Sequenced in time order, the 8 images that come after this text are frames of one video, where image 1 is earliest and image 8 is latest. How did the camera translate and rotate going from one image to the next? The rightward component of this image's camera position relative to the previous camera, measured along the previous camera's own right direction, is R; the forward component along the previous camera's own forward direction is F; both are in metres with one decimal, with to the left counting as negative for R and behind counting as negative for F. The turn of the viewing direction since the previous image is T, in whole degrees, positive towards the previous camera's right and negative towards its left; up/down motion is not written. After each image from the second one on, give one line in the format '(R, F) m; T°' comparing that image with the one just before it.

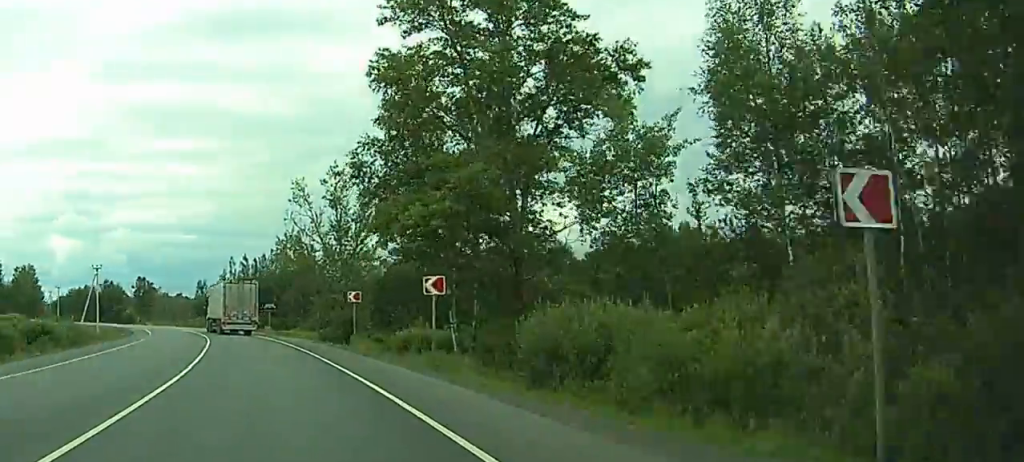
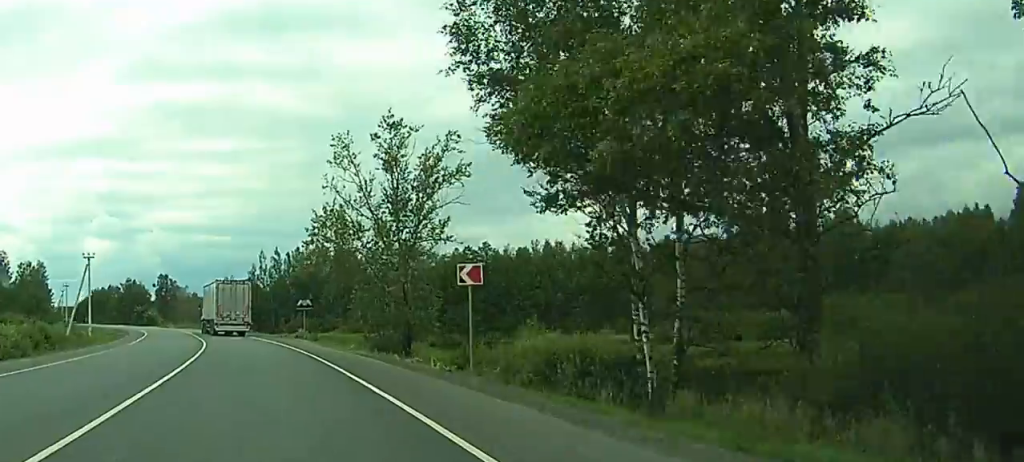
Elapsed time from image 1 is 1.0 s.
(-0.4, +21.1) m; -2°
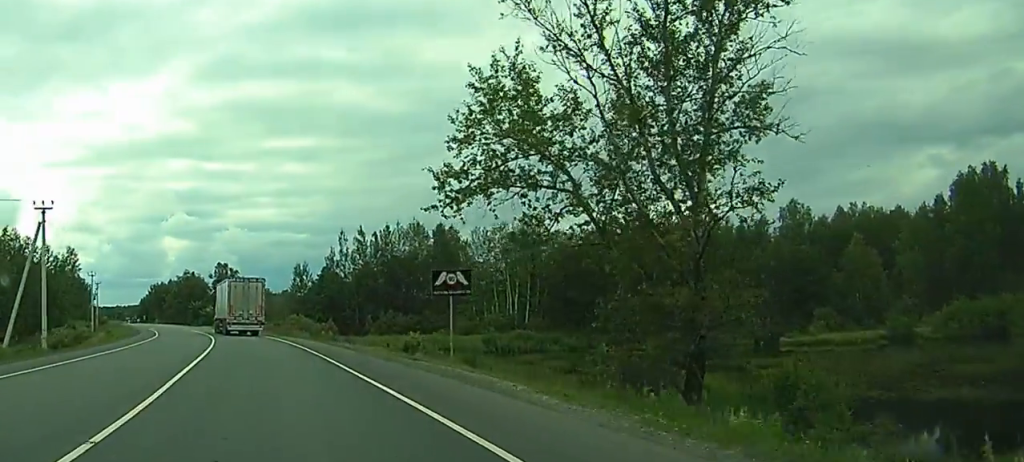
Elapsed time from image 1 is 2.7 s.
(-1.1, +37.5) m; -4°
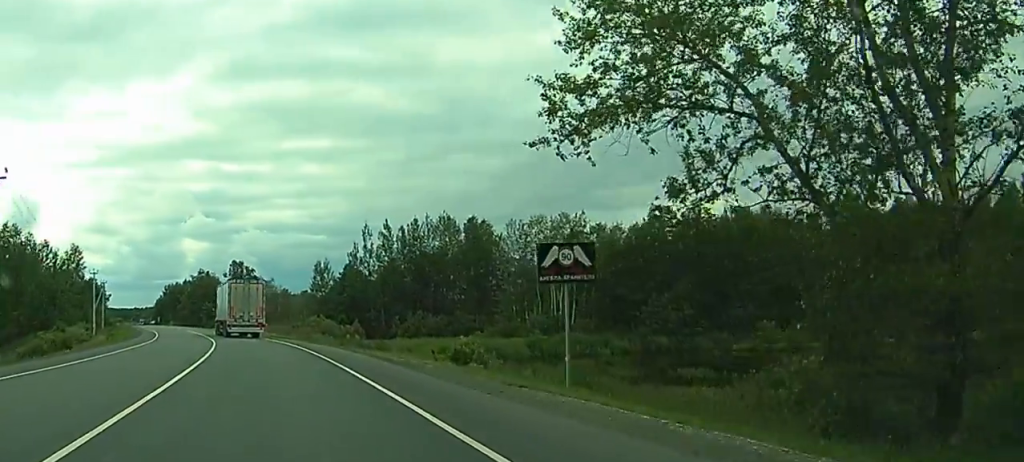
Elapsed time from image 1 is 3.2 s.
(-0.2, +11.2) m; -2°
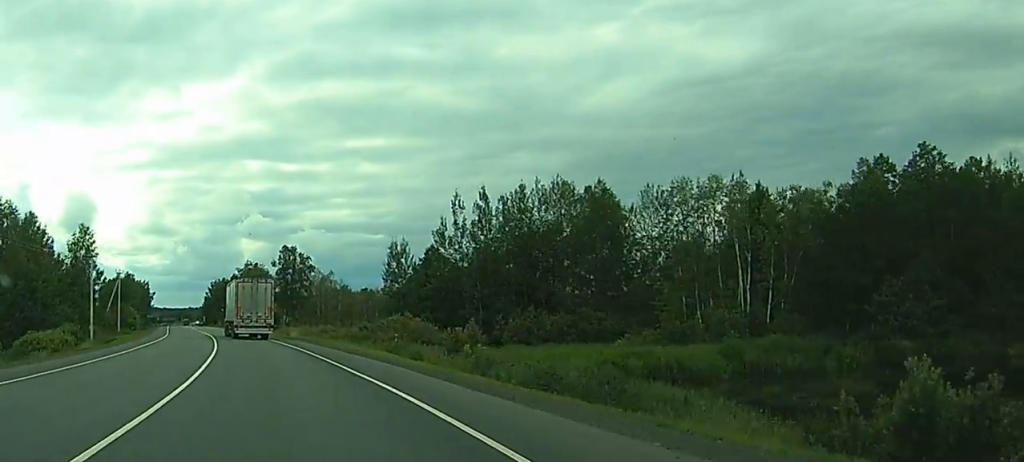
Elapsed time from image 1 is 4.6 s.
(-1.2, +32.3) m; -4°
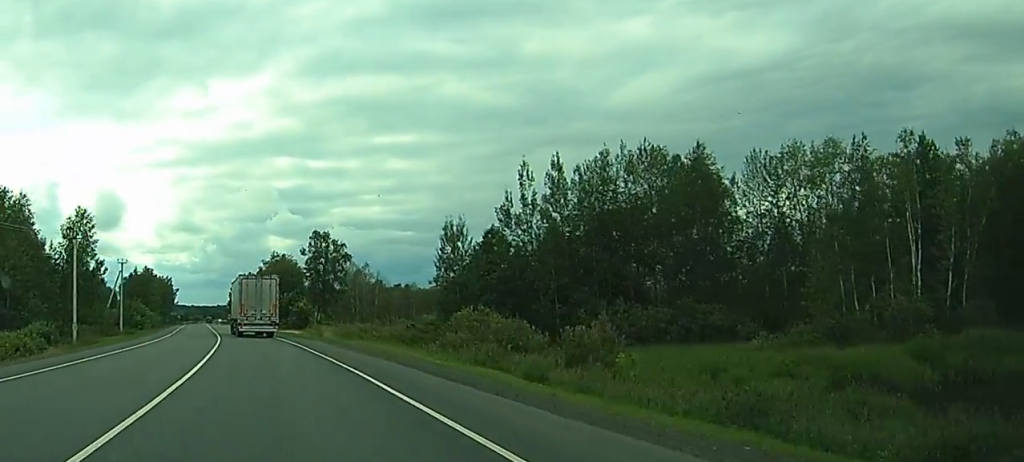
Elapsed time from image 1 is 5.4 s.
(-0.5, +18.4) m; -2°
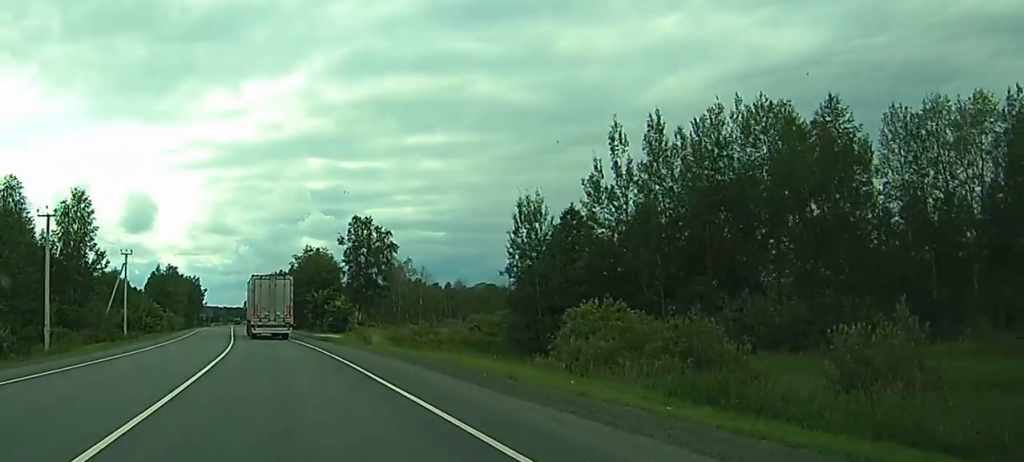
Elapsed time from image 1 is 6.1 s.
(-0.3, +17.1) m; -2°
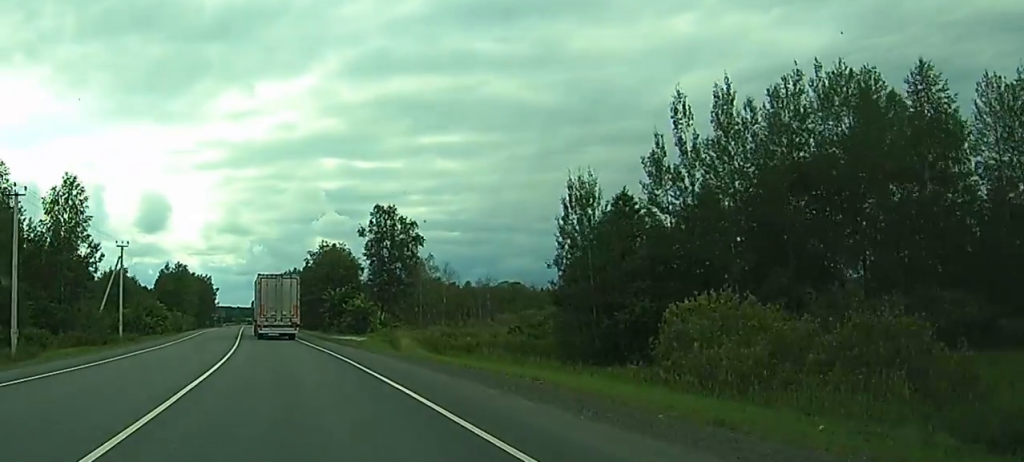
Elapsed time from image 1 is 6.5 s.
(0.0, +9.4) m; -1°
